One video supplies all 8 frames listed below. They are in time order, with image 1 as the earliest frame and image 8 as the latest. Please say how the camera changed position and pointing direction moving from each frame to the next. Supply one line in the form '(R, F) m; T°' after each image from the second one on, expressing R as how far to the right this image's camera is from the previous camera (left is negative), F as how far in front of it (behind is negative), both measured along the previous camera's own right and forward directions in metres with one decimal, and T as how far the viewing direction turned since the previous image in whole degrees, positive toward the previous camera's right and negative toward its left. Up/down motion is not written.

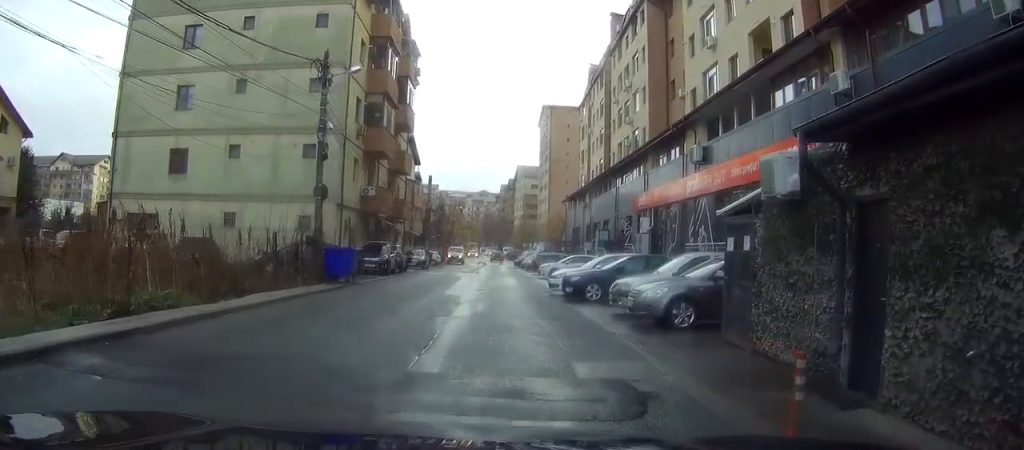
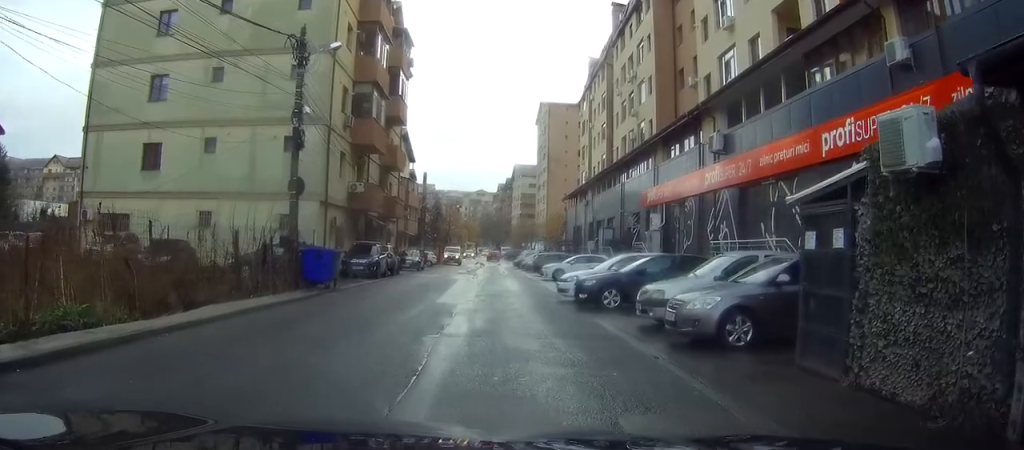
(+0.3, +3.4) m; +2°
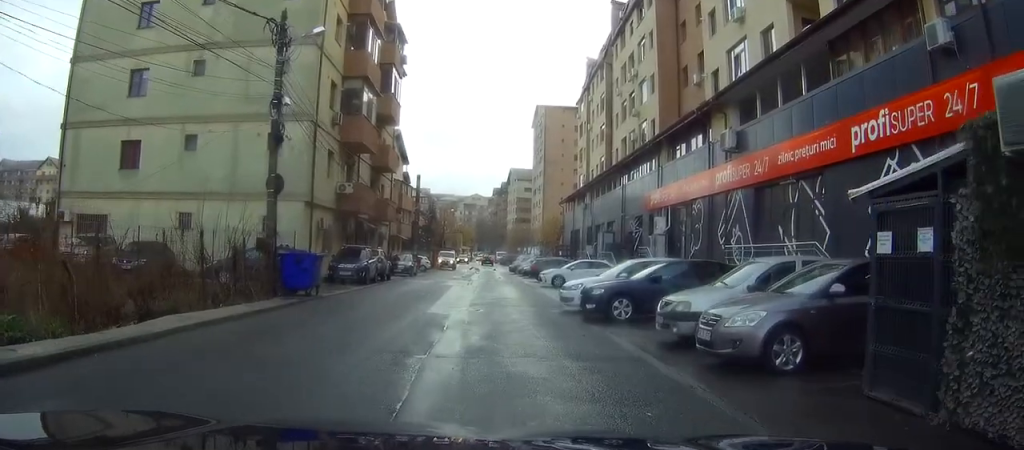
(-0.1, +2.0) m; +1°
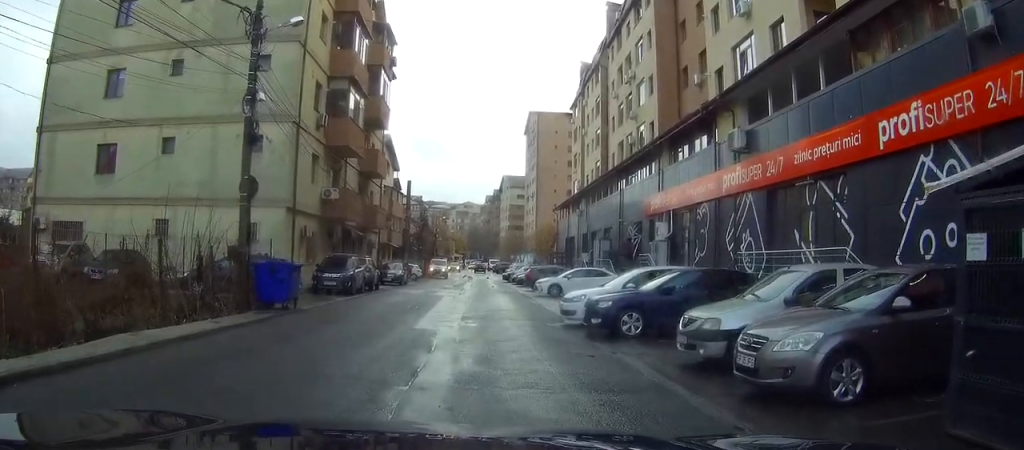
(0.0, +1.6) m; +2°
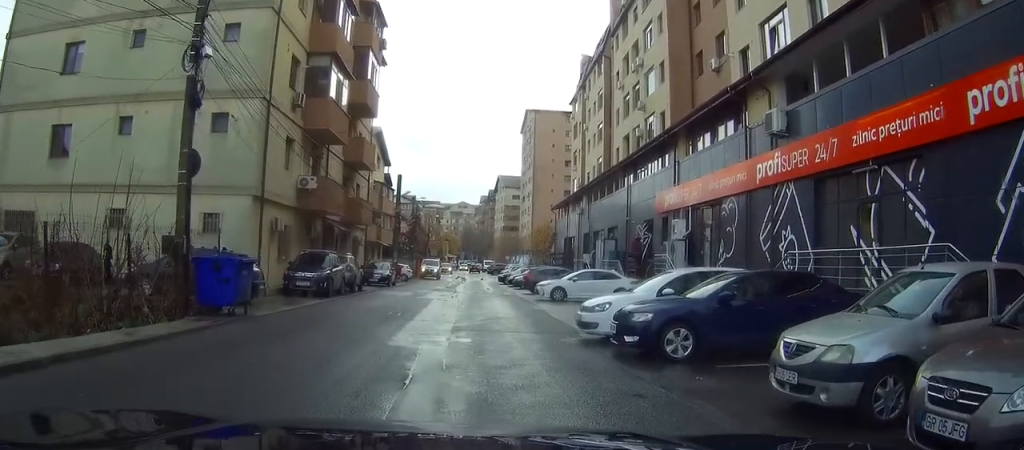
(+0.1, +2.9) m; -1°
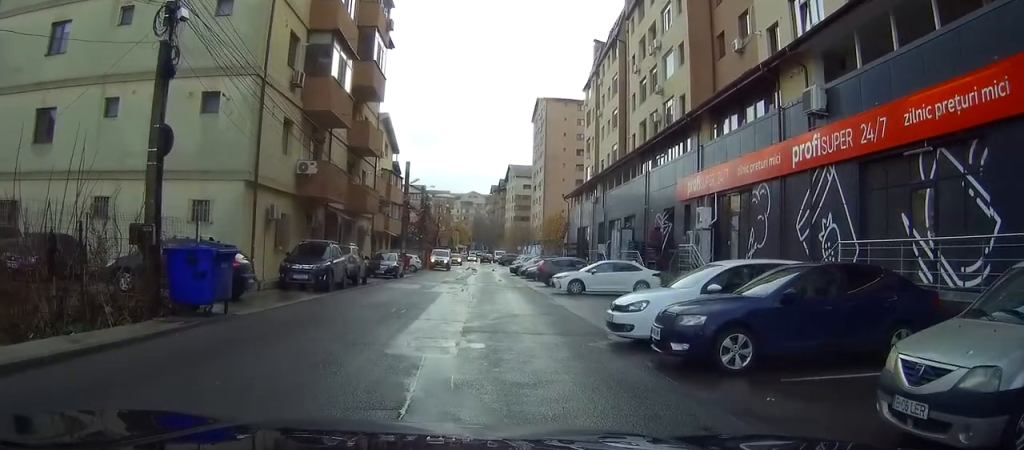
(0.0, +1.6) m; 0°
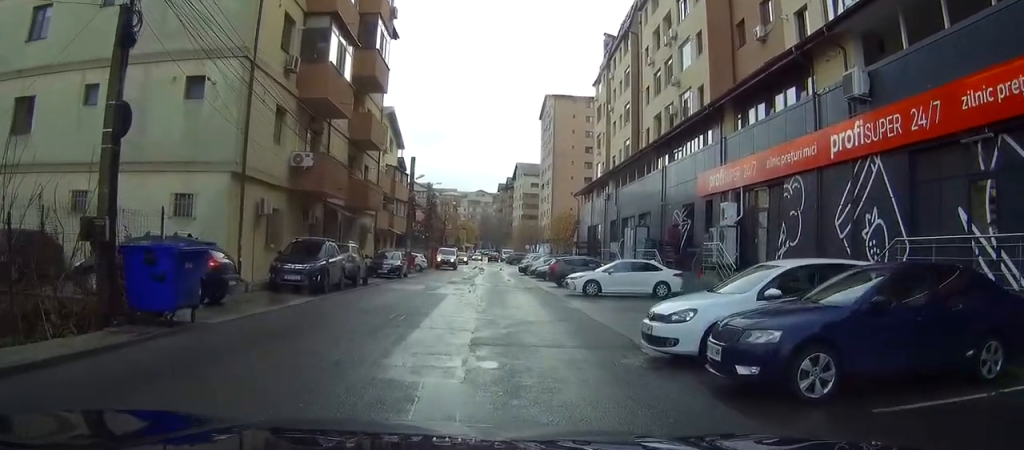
(0.0, +1.5) m; 0°
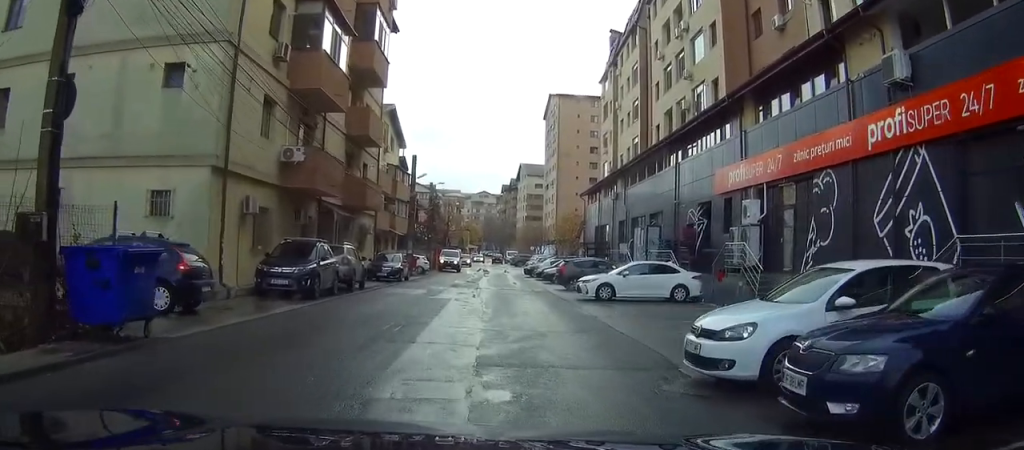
(0.0, +1.7) m; 0°
